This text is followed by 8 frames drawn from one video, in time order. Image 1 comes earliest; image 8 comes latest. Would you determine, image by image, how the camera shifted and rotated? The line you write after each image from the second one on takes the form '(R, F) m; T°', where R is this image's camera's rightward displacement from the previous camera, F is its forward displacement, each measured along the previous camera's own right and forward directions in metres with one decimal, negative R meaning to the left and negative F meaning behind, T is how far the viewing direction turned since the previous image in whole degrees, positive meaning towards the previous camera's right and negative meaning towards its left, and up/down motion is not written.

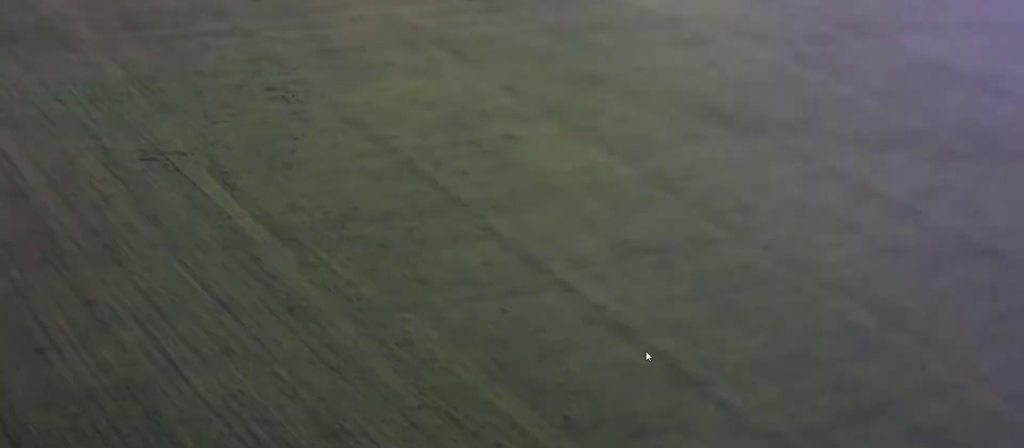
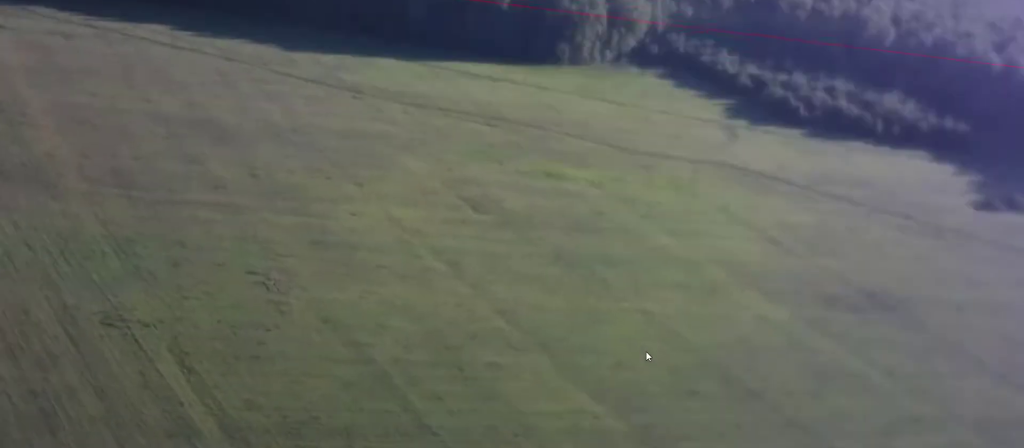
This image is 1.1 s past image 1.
(-0.9, +16.9) m; -8°
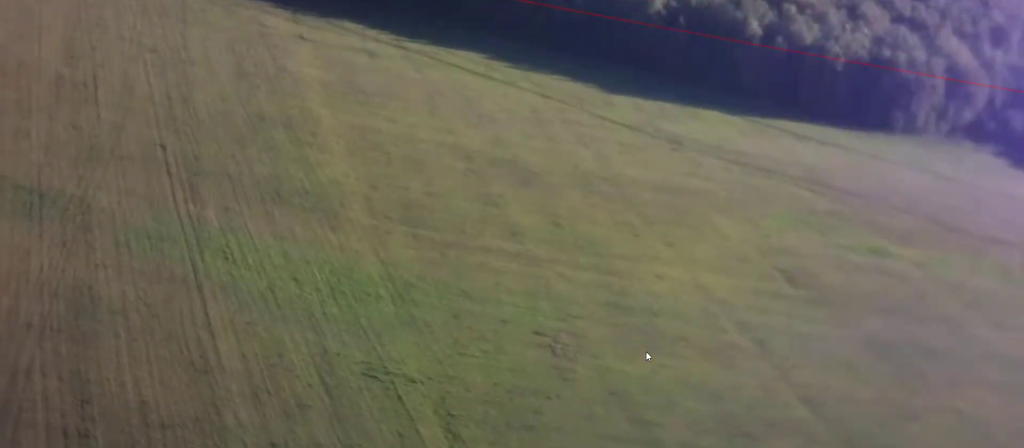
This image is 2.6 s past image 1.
(-2.3, +22.3) m; -10°
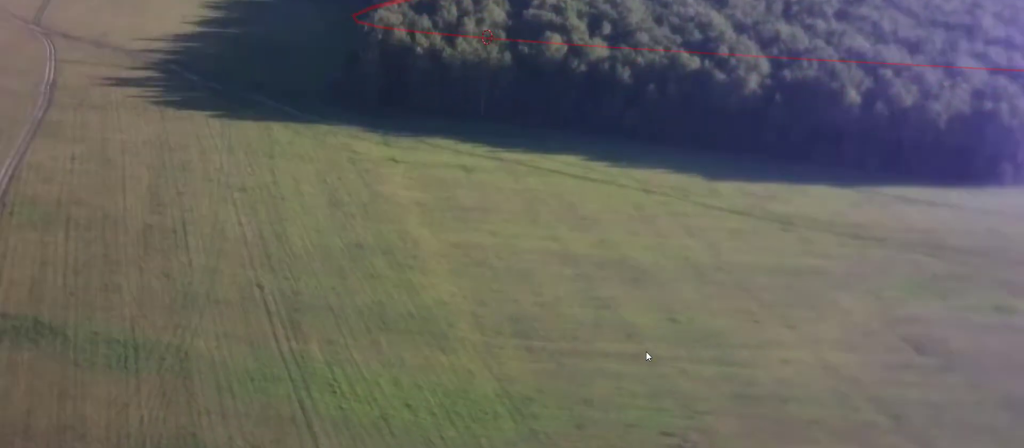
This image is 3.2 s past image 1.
(-0.1, +8.6) m; -3°
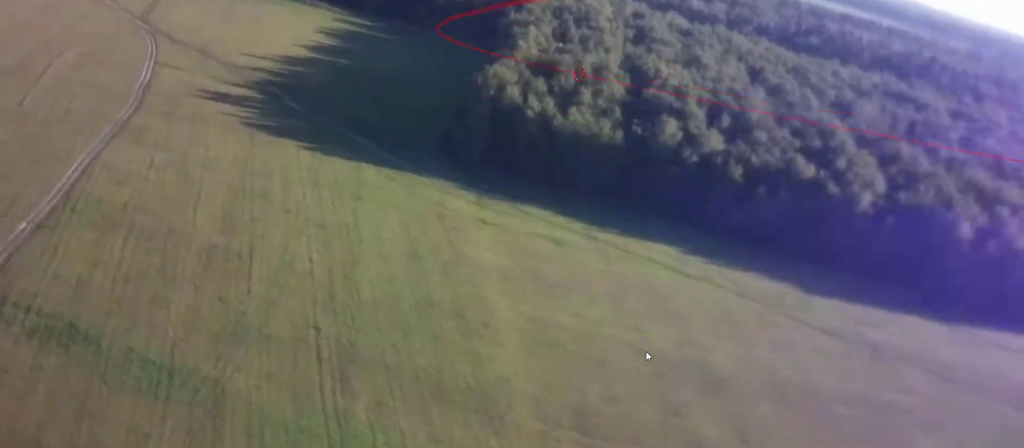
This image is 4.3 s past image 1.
(-1.2, +16.8) m; -13°
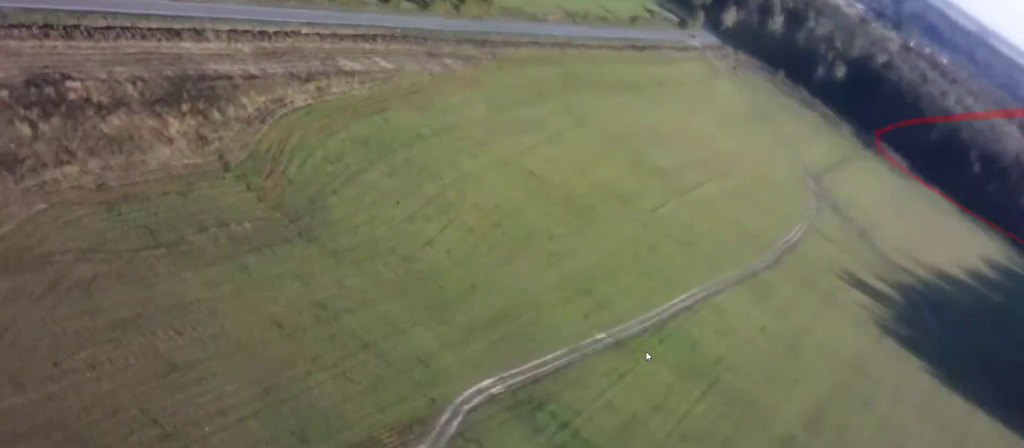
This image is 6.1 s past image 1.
(-6.7, +24.2) m; -28°
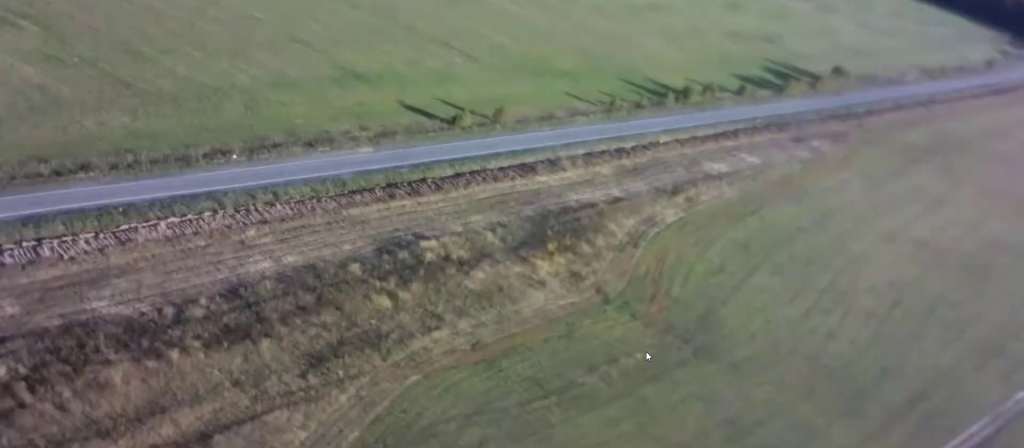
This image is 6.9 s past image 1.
(-1.1, +11.9) m; -8°
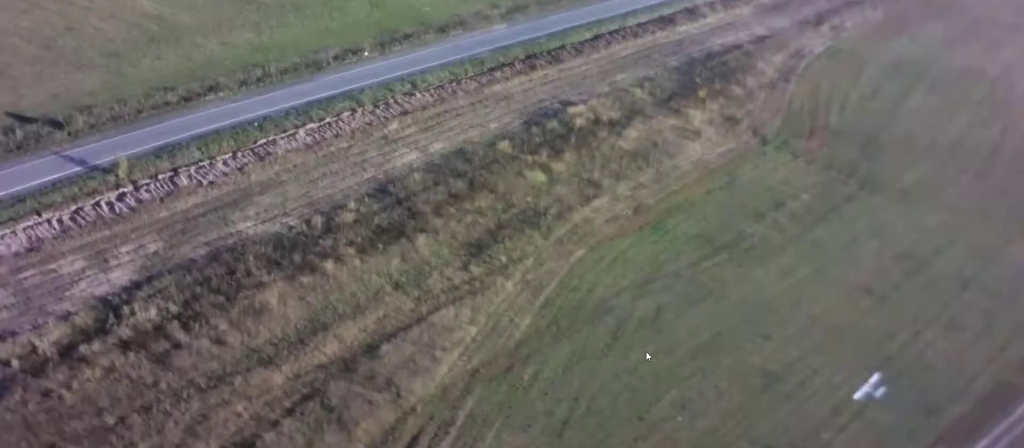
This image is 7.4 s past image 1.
(-0.2, +6.7) m; -3°
